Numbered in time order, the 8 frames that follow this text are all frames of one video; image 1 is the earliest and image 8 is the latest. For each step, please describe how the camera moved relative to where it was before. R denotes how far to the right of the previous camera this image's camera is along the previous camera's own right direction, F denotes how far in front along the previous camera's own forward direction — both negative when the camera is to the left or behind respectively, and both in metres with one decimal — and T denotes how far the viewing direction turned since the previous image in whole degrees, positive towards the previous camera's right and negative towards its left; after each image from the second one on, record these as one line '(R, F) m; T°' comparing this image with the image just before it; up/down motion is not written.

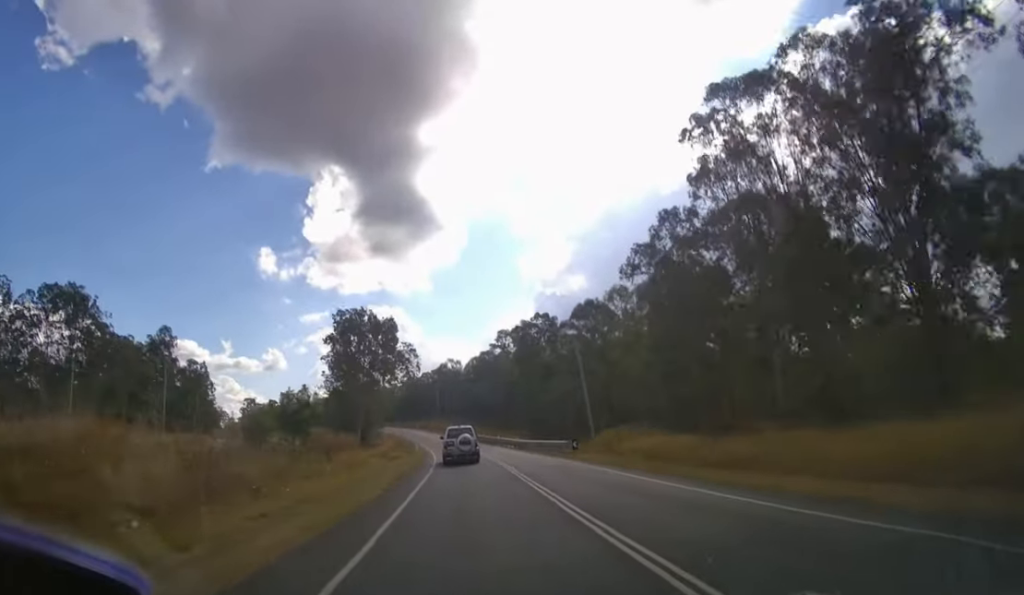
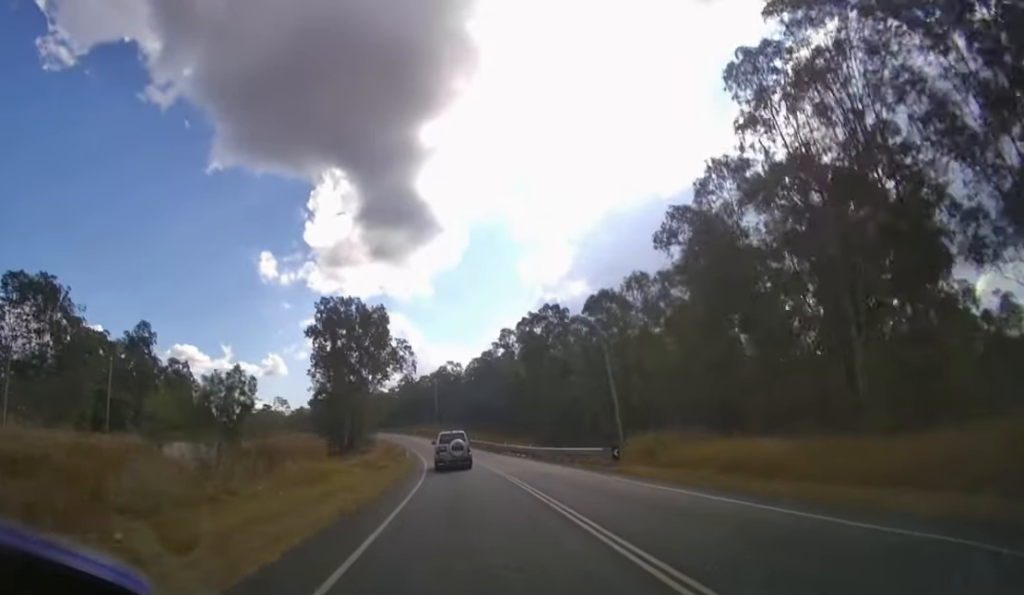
(0.0, +7.1) m; 0°
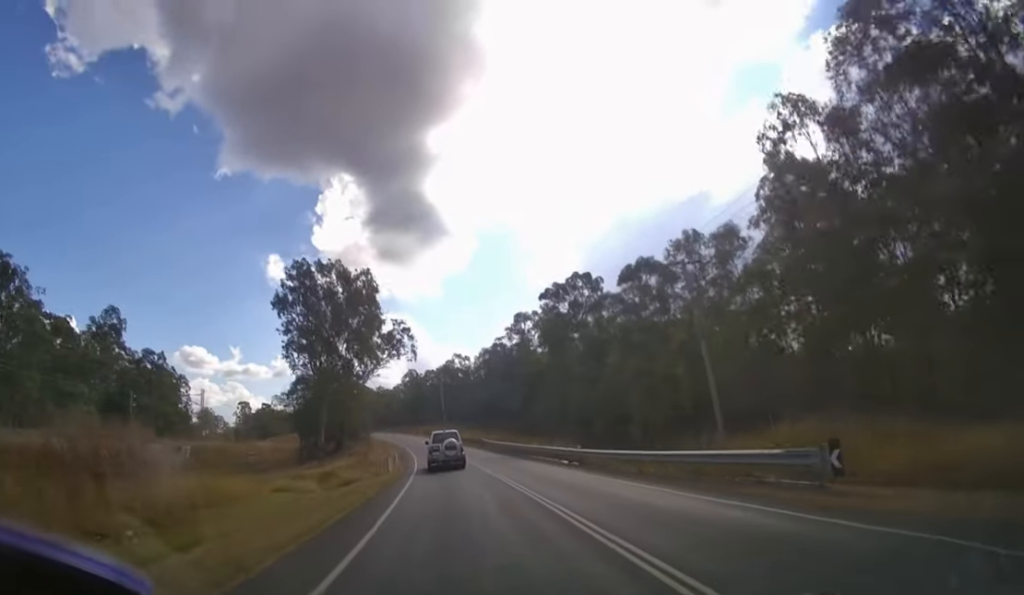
(0.0, +11.3) m; -1°
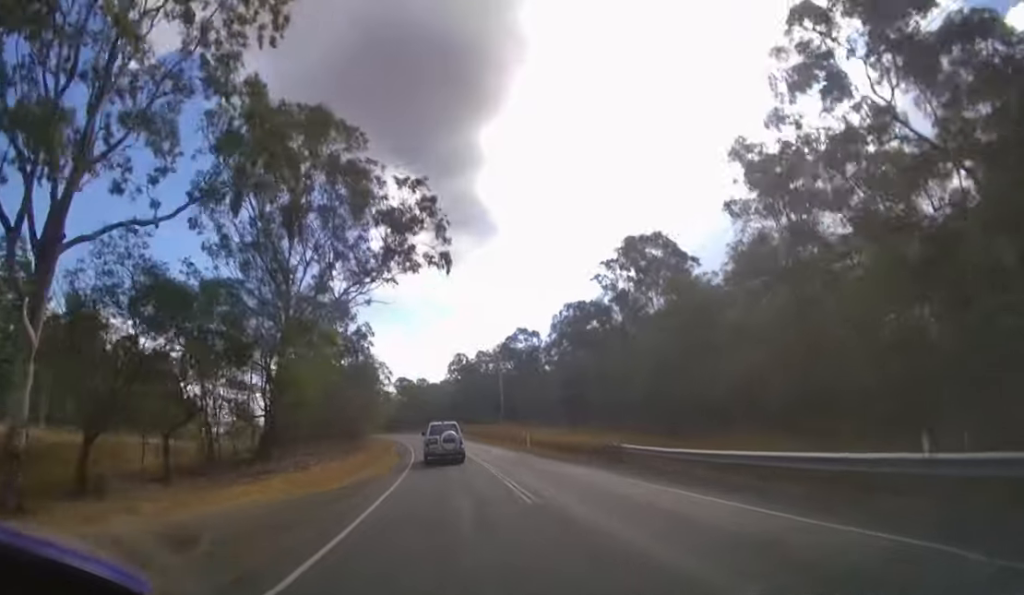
(-1.1, +36.6) m; -5°
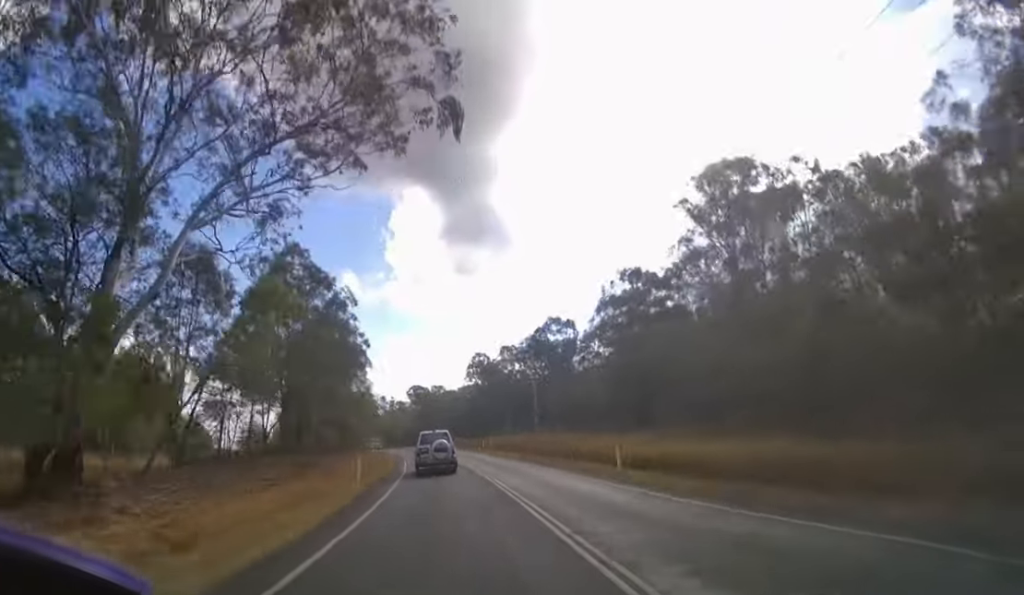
(-0.6, +18.0) m; -3°
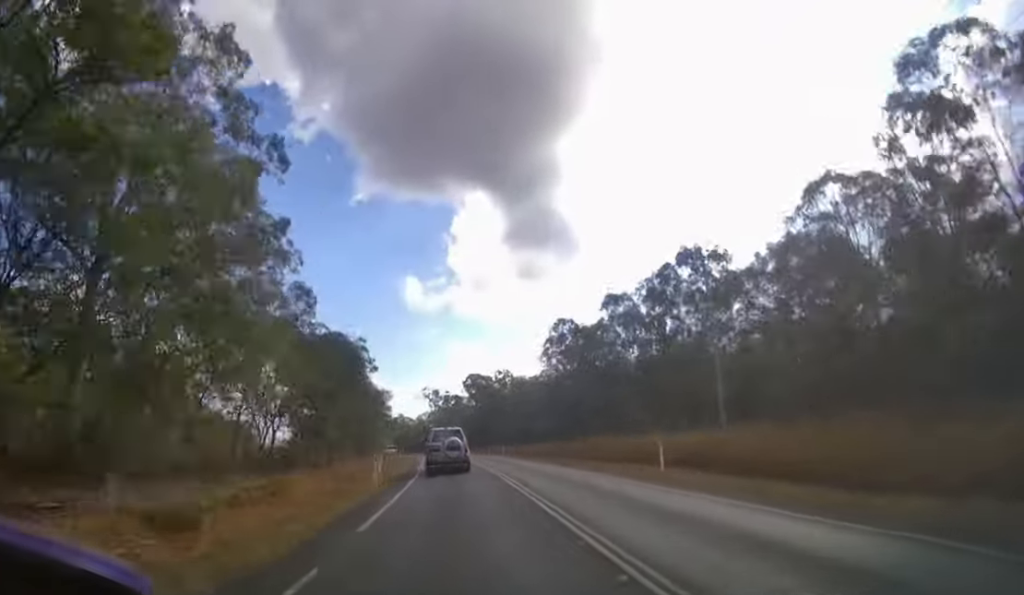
(-1.9, +37.6) m; -6°
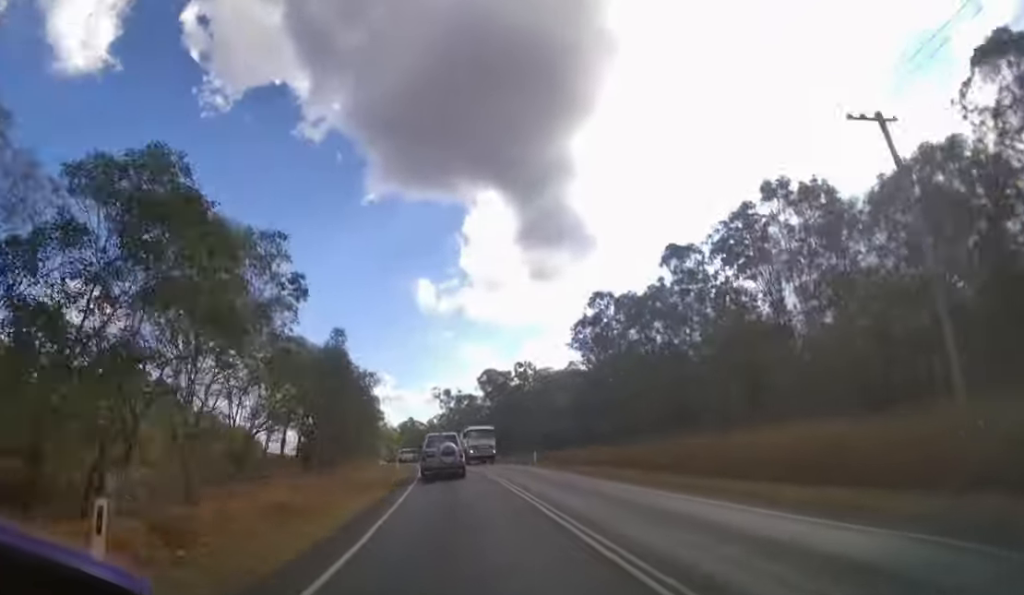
(-0.4, +14.7) m; -3°
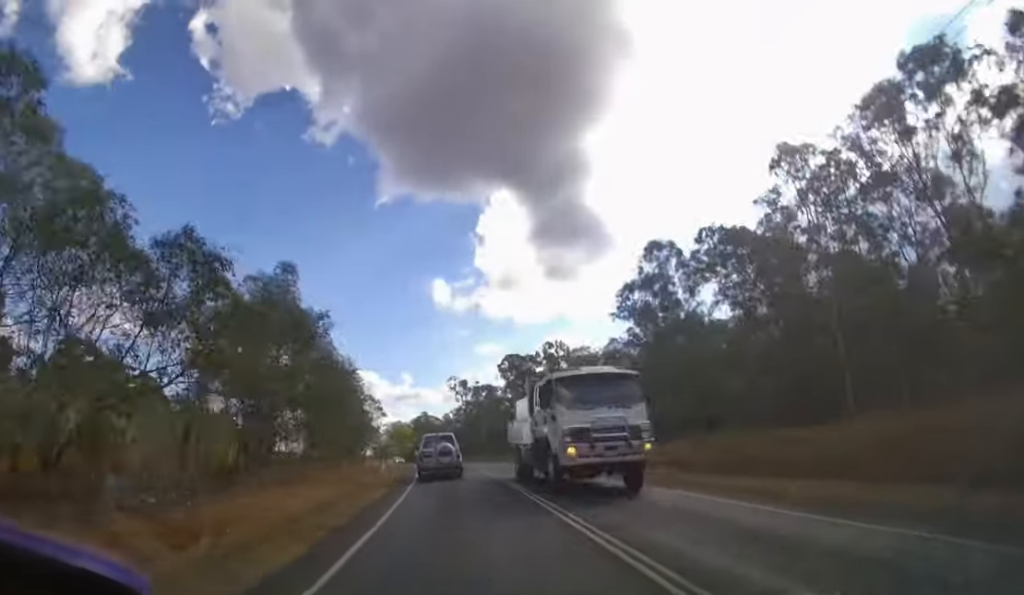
(-0.5, +15.3) m; -3°
